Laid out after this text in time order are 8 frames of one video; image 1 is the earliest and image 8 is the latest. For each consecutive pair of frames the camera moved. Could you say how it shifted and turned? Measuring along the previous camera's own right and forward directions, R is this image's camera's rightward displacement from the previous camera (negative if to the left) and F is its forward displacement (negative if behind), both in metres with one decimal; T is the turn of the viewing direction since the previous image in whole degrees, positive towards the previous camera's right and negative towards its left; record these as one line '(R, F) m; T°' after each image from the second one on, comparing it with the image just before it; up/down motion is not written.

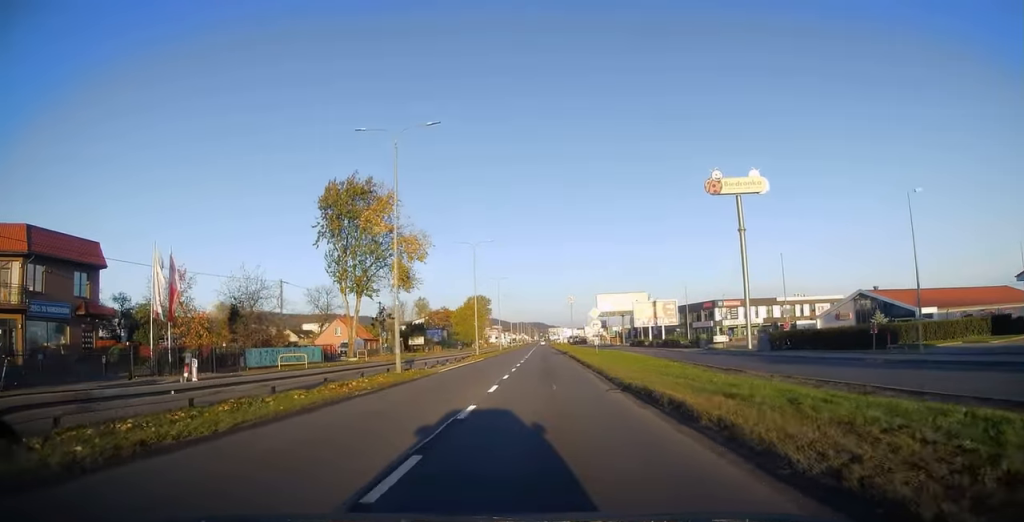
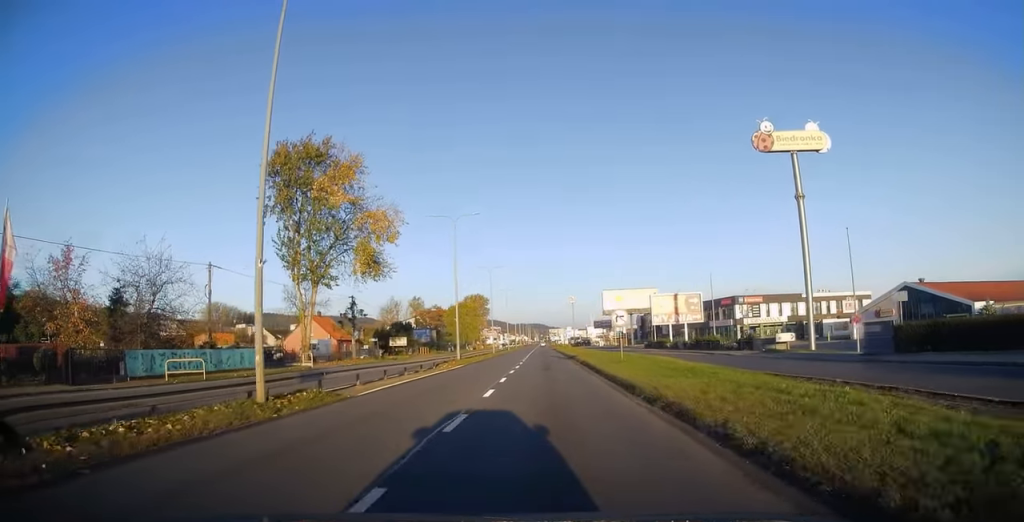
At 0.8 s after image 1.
(0.0, +13.3) m; 0°
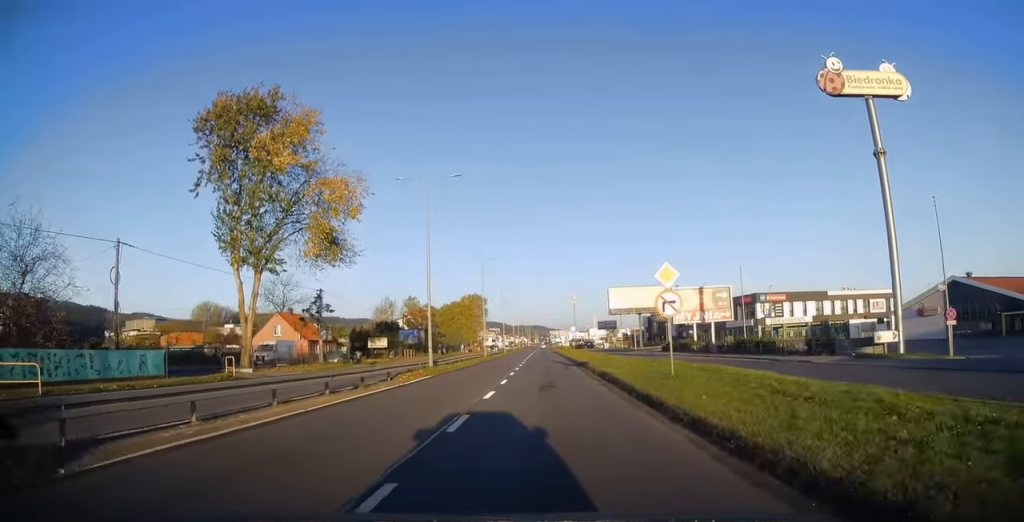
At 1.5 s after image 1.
(0.0, +11.4) m; 0°
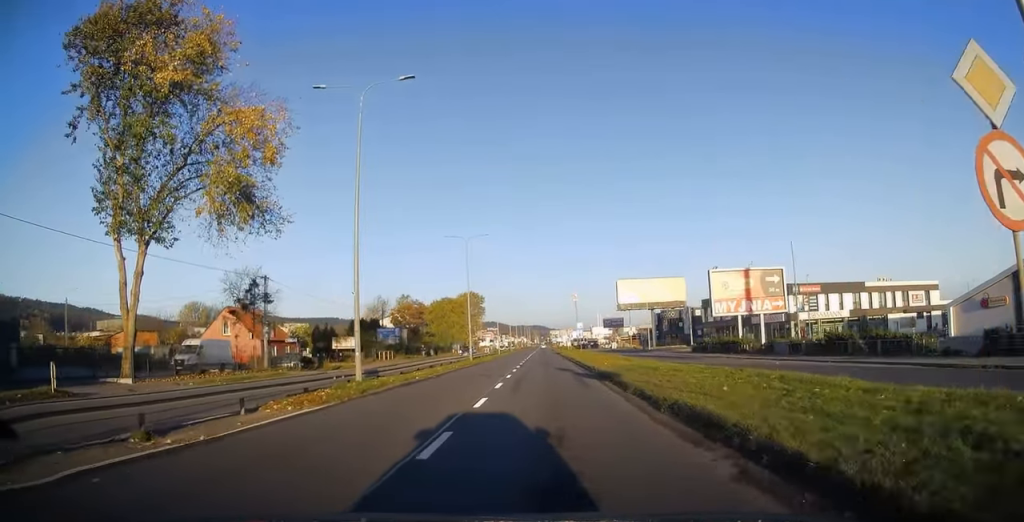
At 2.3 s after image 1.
(-0.1, +13.9) m; 0°
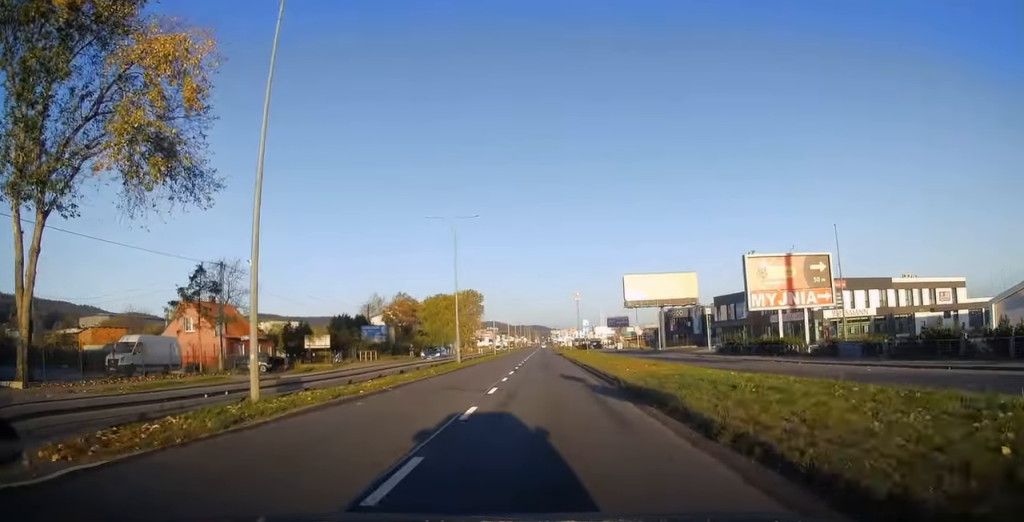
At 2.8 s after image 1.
(0.0, +8.0) m; -1°
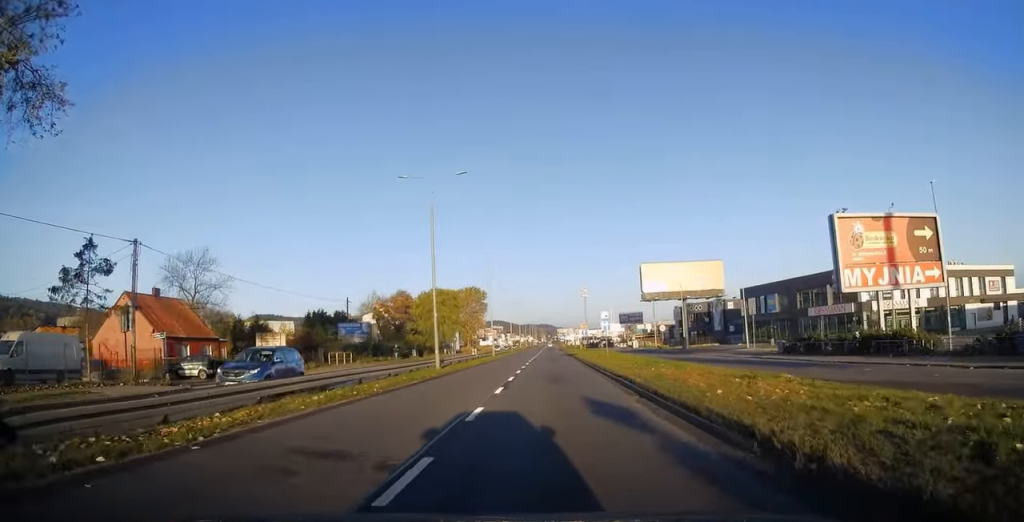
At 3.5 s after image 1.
(0.0, +11.6) m; 0°
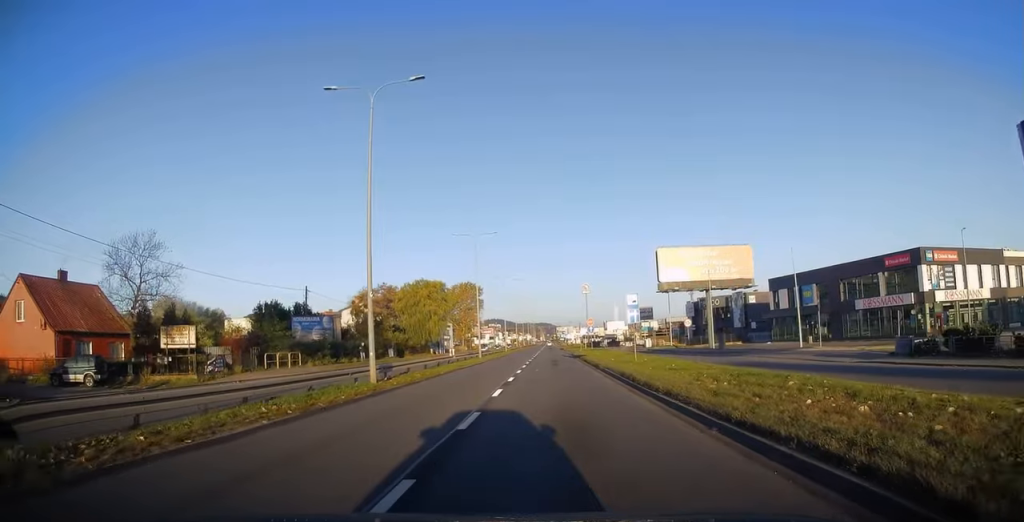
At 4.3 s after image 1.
(-0.3, +13.0) m; +1°
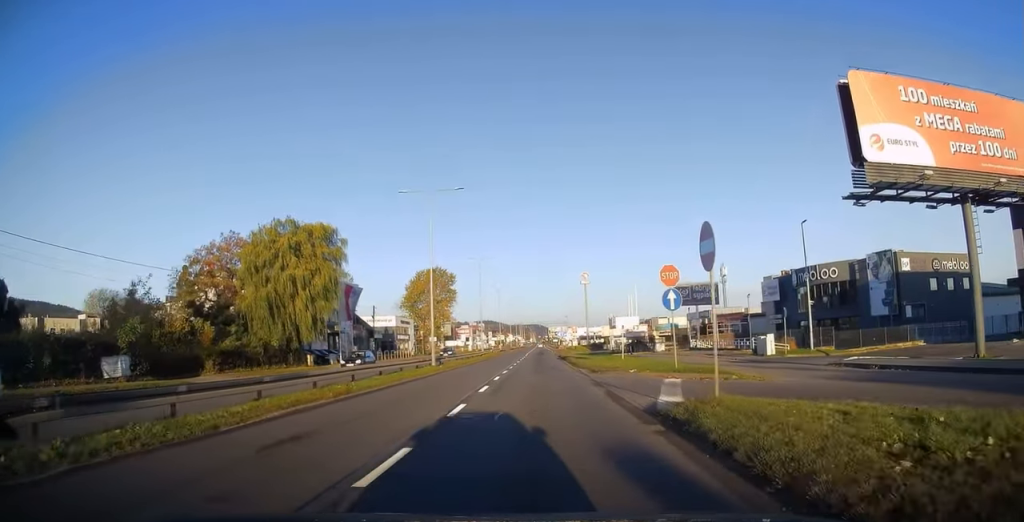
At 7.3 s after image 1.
(+0.8, +50.3) m; 0°
